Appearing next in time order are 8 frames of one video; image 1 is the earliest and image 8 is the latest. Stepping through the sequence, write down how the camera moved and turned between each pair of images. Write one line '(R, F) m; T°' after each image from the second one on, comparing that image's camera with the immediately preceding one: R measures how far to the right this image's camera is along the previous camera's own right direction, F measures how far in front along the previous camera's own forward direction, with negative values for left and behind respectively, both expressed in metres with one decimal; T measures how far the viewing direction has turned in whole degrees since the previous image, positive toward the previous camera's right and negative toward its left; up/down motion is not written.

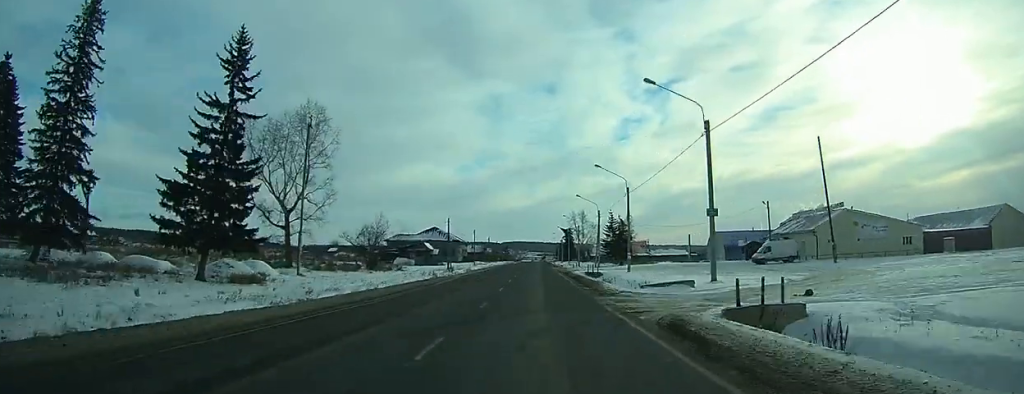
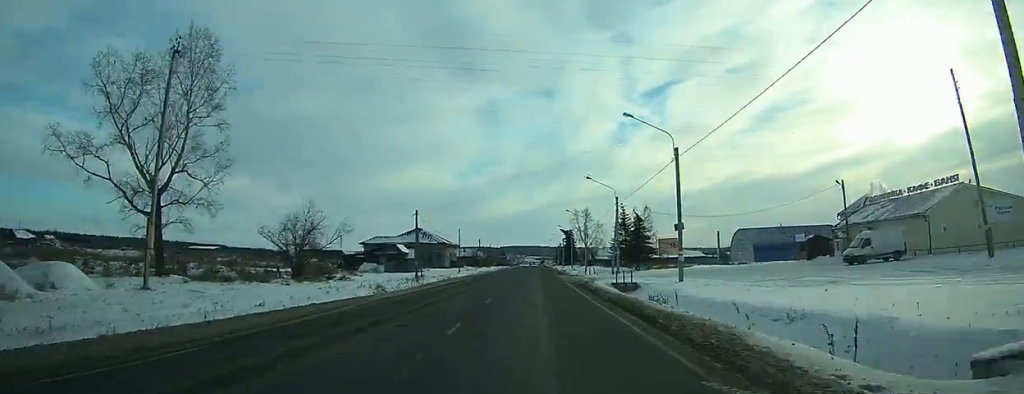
(0.0, +22.0) m; 0°
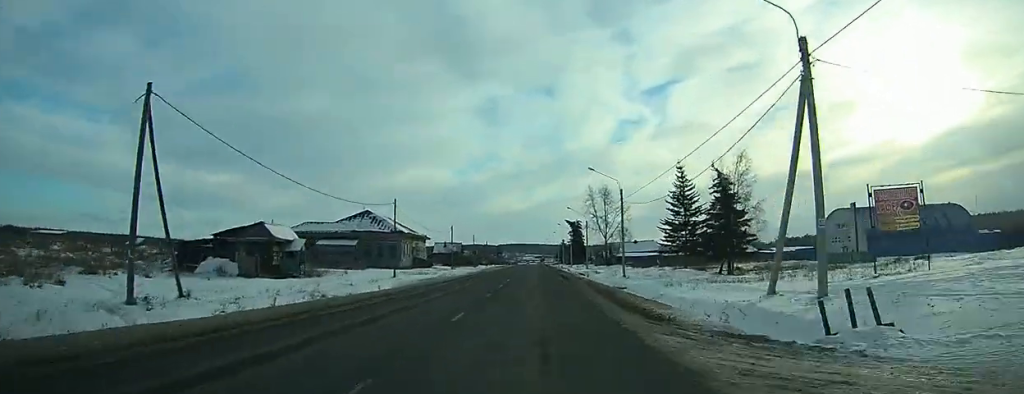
(+0.2, +47.4) m; +1°
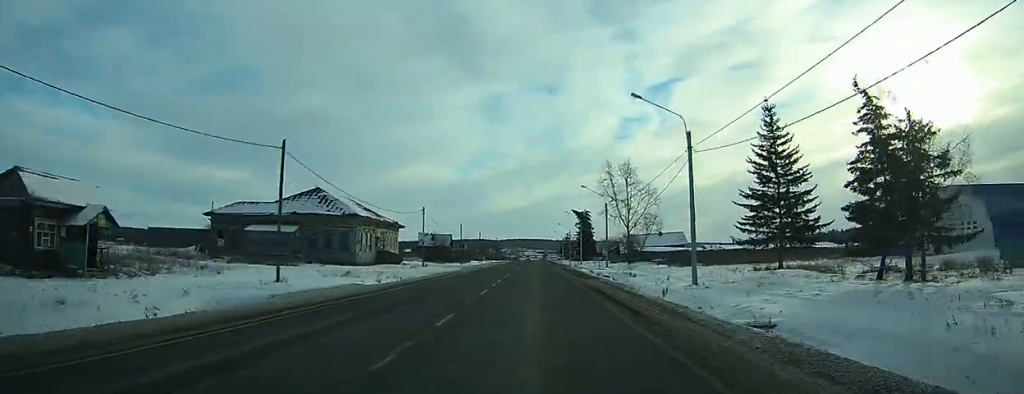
(+0.1, +27.0) m; 0°
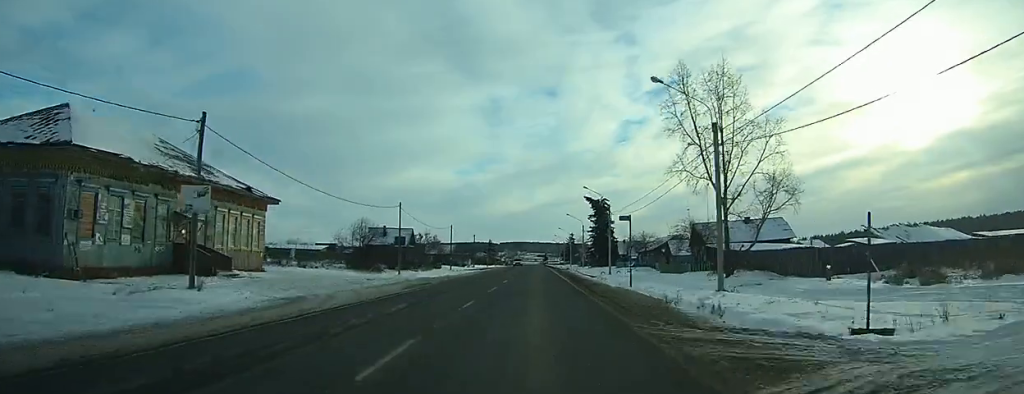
(0.0, +48.5) m; 0°
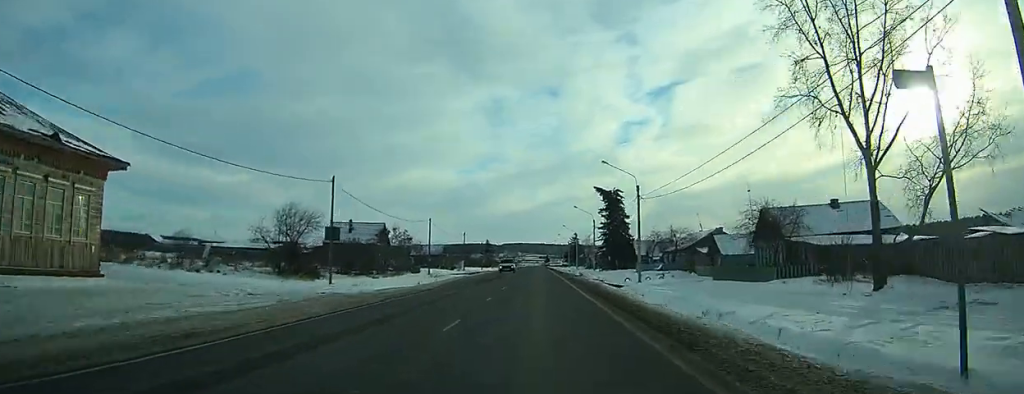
(0.0, +19.2) m; 0°
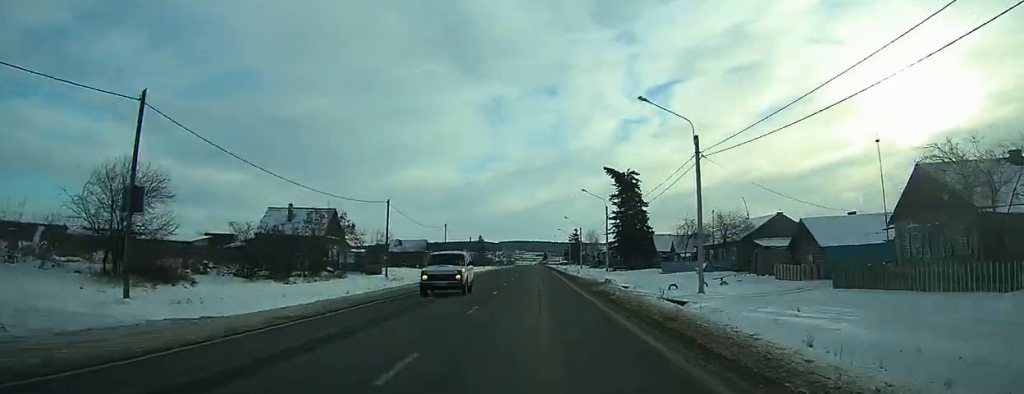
(0.0, +18.9) m; 0°
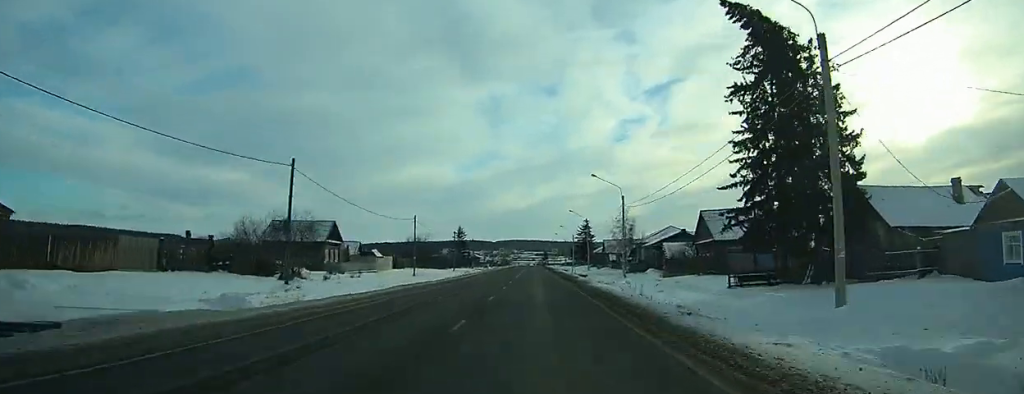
(+0.1, +55.1) m; 0°
